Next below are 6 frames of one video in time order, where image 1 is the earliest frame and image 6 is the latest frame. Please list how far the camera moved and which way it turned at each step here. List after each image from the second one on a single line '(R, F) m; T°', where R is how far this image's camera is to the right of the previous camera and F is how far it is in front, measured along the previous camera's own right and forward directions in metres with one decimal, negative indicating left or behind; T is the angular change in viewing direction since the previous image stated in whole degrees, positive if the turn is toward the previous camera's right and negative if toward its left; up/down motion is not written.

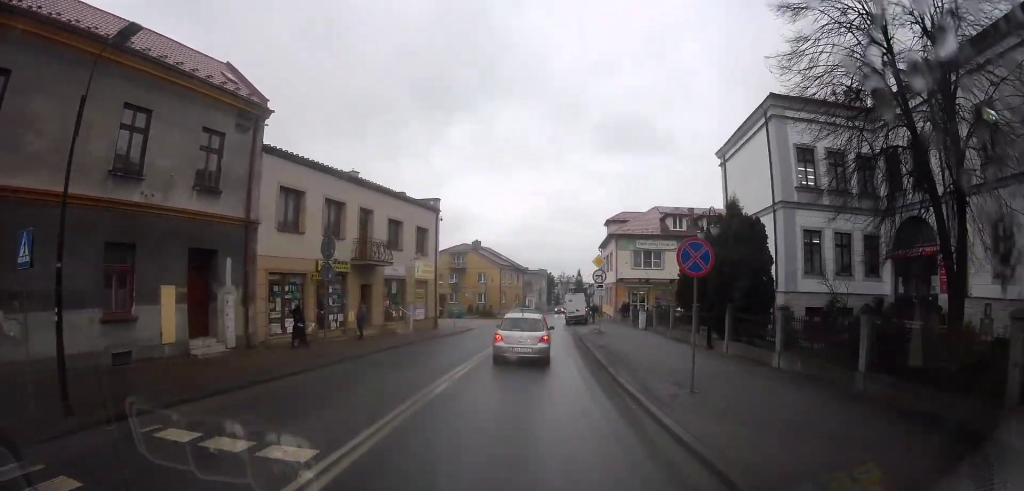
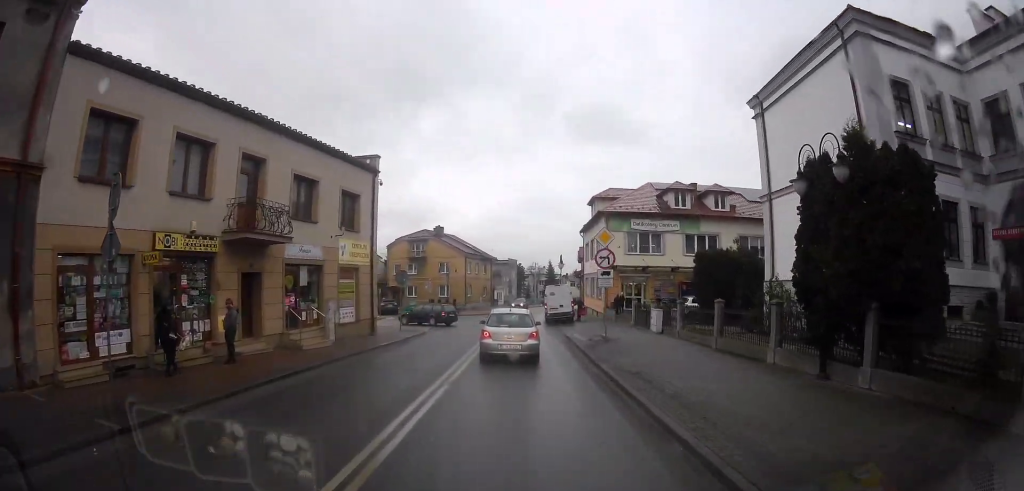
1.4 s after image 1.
(+0.4, +10.7) m; +4°
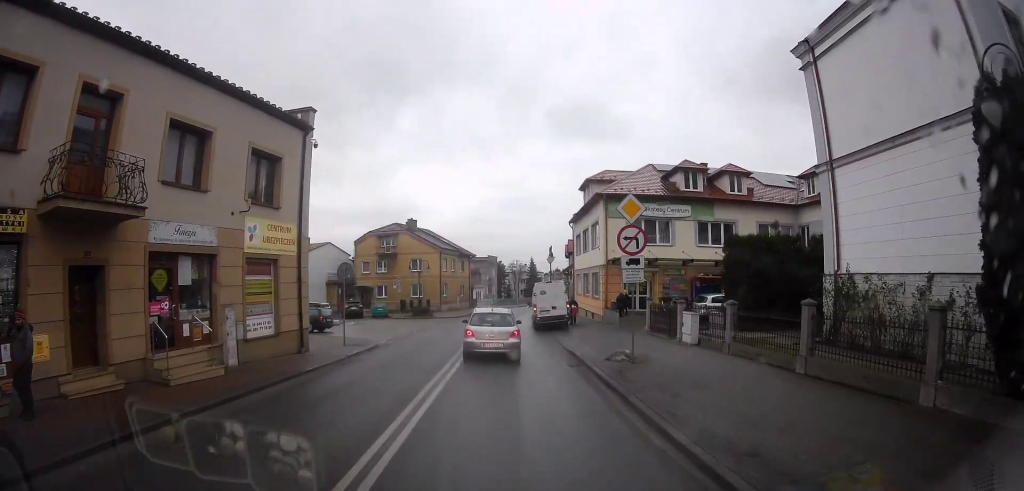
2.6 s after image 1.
(+0.5, +7.9) m; +10°
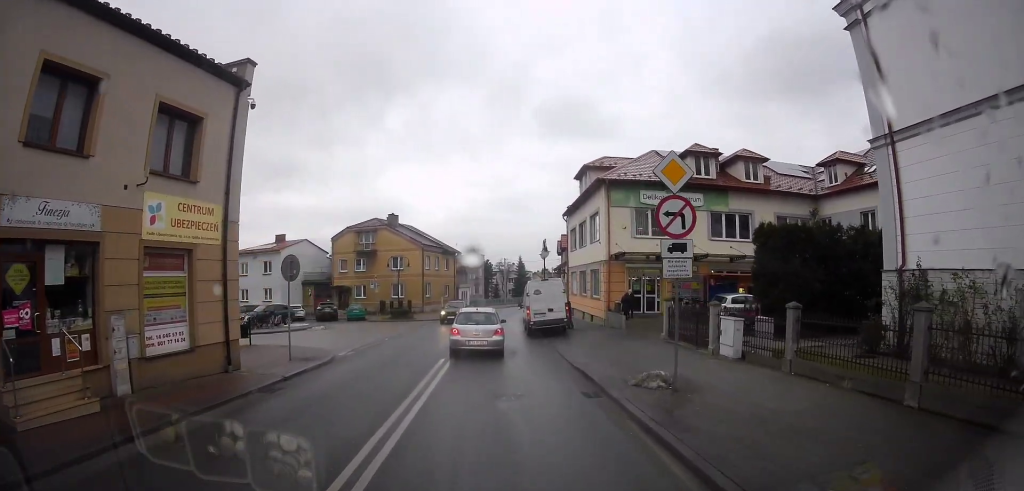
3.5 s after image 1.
(+0.4, +4.6) m; +3°
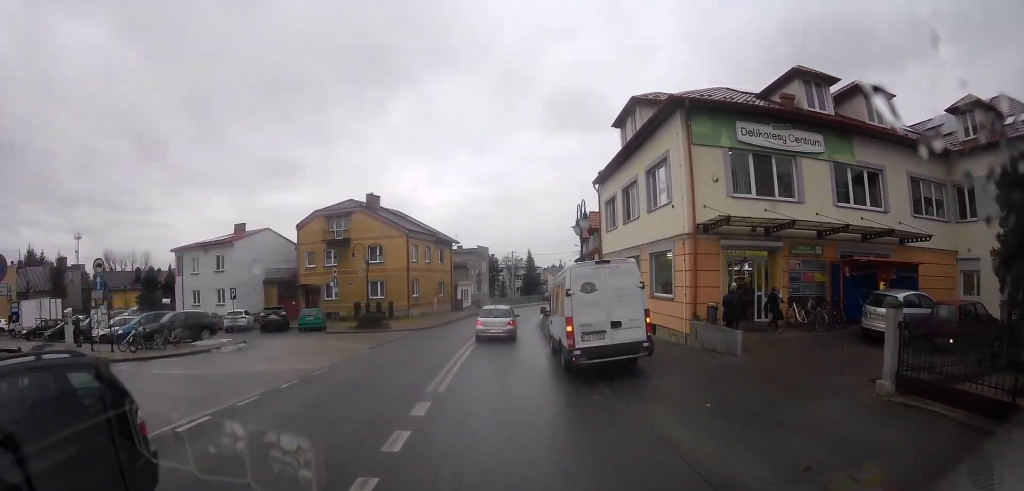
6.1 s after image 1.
(-1.4, +12.0) m; +8°
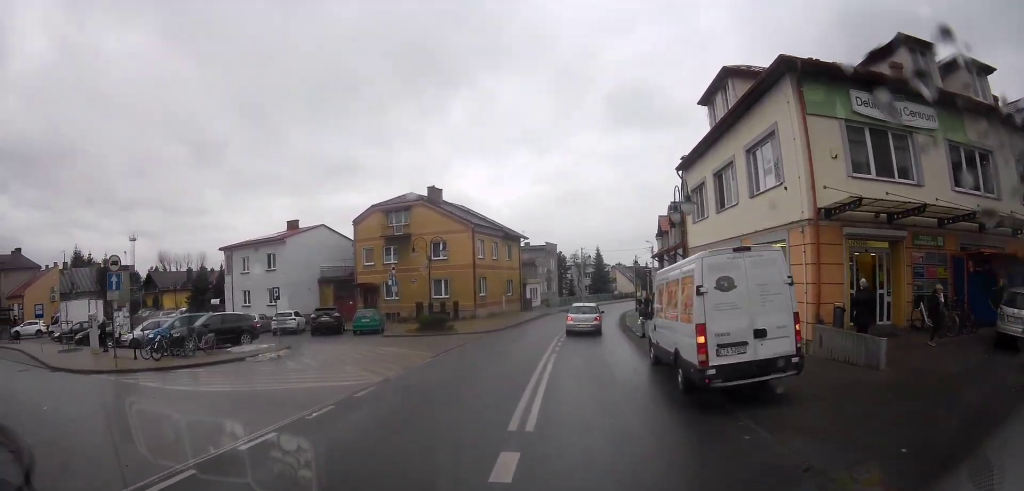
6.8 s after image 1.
(+0.7, +2.6) m; -1°
